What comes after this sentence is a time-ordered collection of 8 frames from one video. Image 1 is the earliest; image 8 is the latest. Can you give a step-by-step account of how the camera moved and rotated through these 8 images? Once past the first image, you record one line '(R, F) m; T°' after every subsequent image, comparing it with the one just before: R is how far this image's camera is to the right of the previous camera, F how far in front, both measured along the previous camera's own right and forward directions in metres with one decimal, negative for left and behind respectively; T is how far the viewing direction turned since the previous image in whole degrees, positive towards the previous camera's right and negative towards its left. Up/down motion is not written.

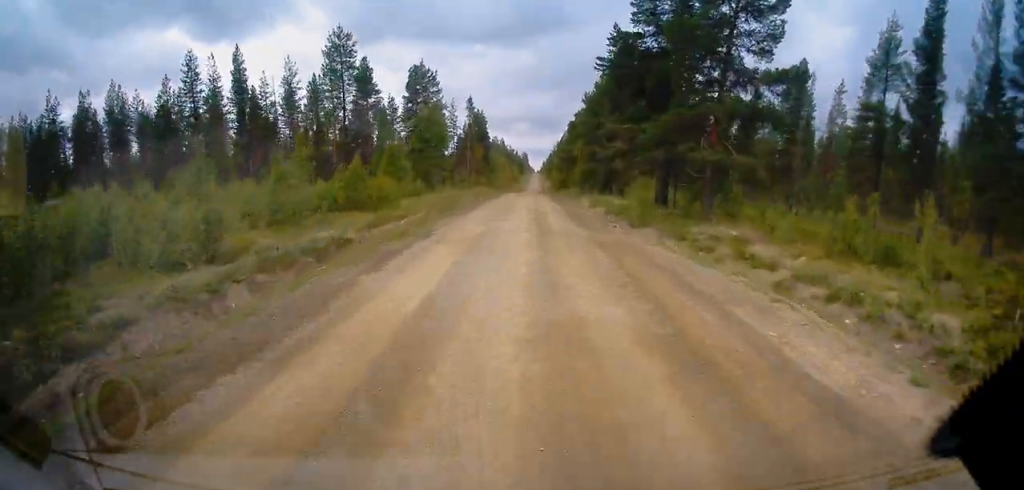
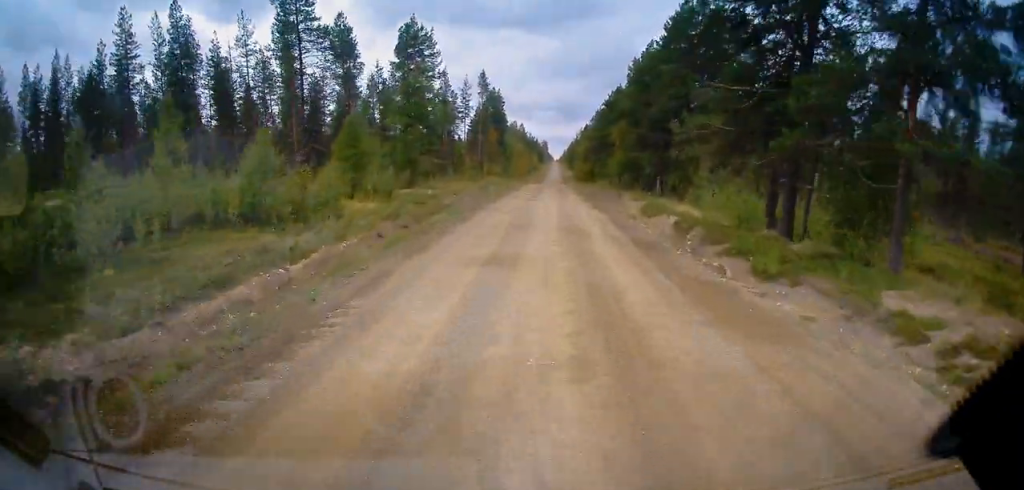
(-0.7, +19.0) m; -2°
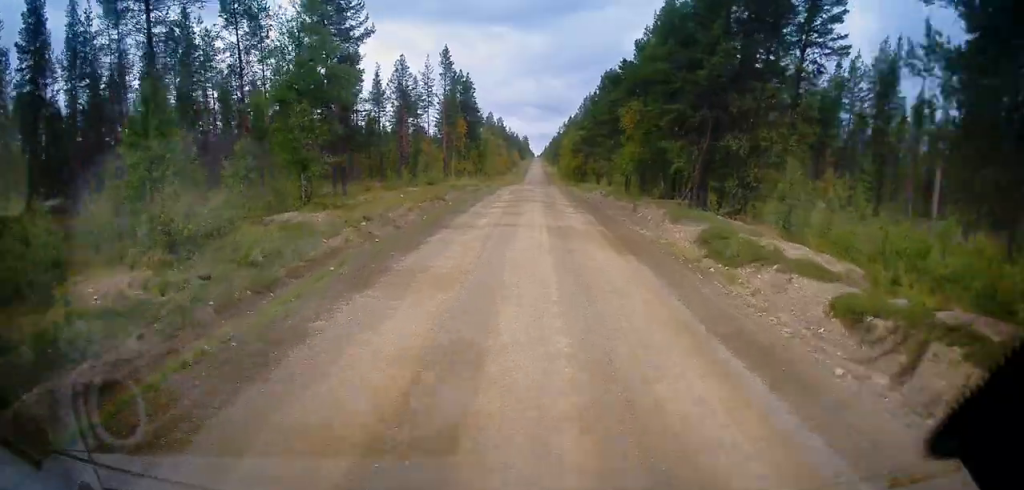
(0.0, +18.6) m; +2°
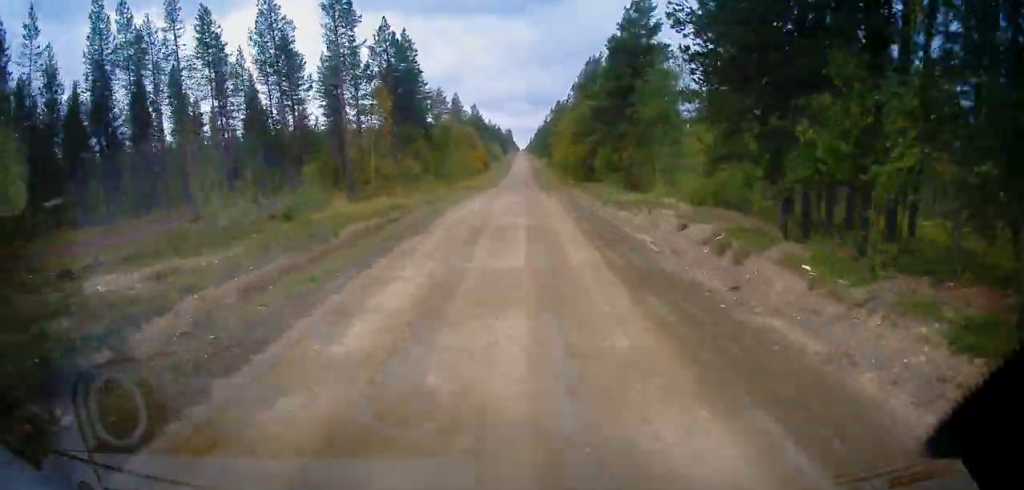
(+1.0, +32.0) m; +1°
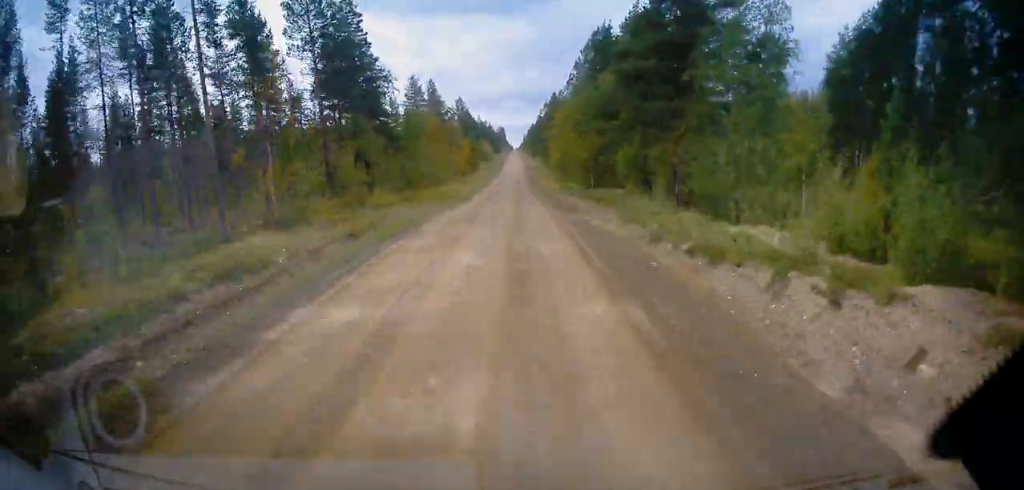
(-0.2, +16.4) m; -1°
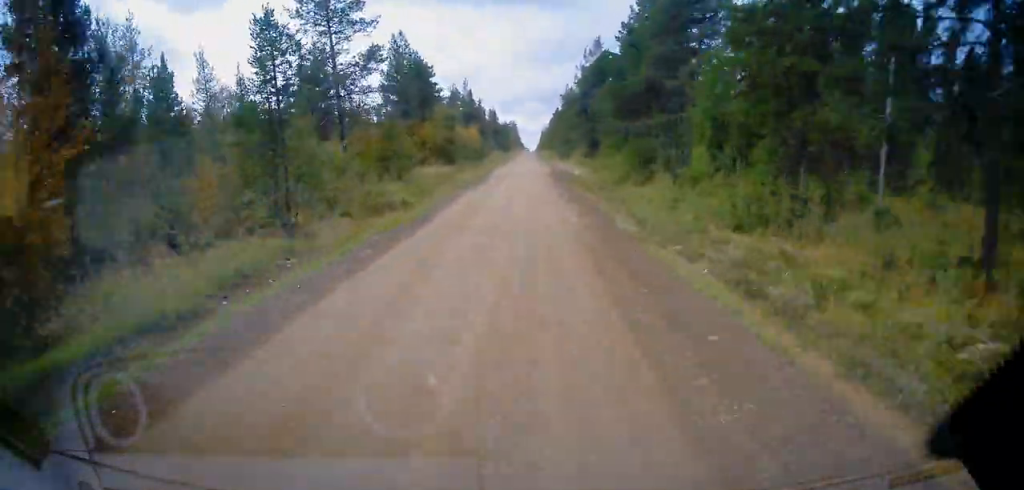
(-4.2, +92.0) m; -1°
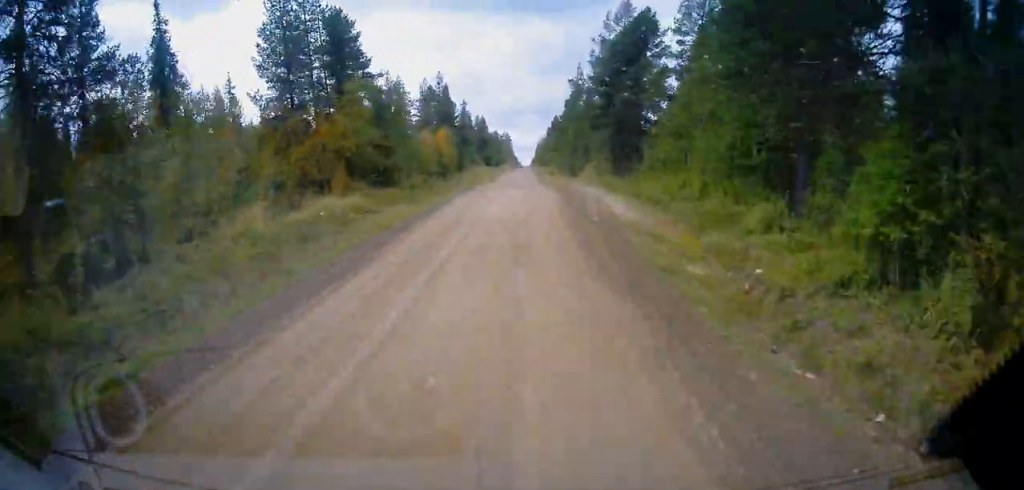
(+0.6, +23.2) m; +1°
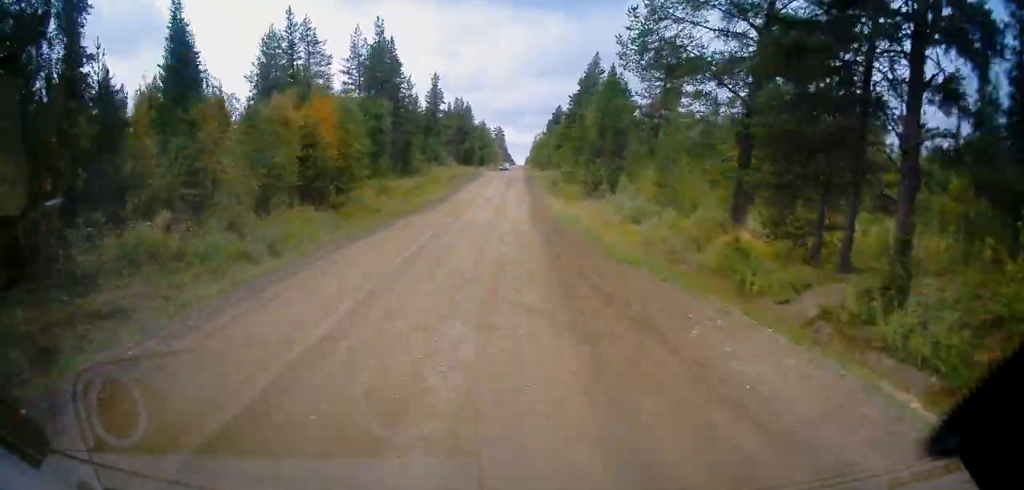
(+0.5, +30.7) m; 0°
